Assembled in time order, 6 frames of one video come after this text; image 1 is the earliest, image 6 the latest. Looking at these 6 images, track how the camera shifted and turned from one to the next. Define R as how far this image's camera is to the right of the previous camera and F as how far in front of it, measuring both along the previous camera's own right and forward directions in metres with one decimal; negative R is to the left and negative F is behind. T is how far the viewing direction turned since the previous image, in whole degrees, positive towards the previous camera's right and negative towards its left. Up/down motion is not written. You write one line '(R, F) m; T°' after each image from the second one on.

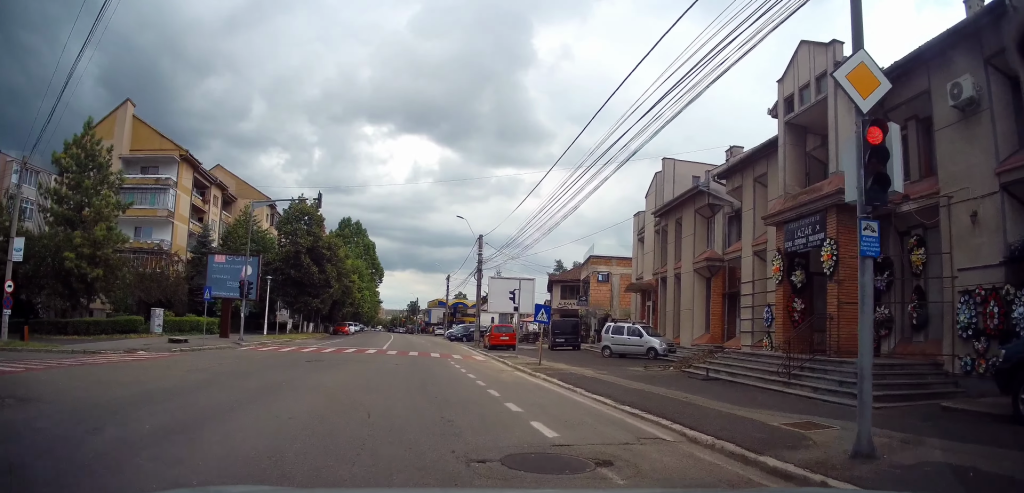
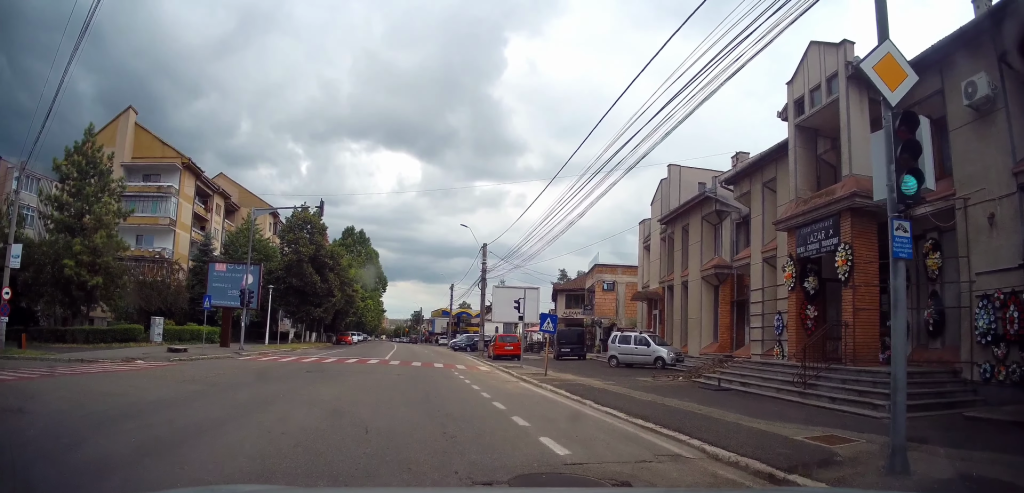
(-0.4, +1.6) m; -3°
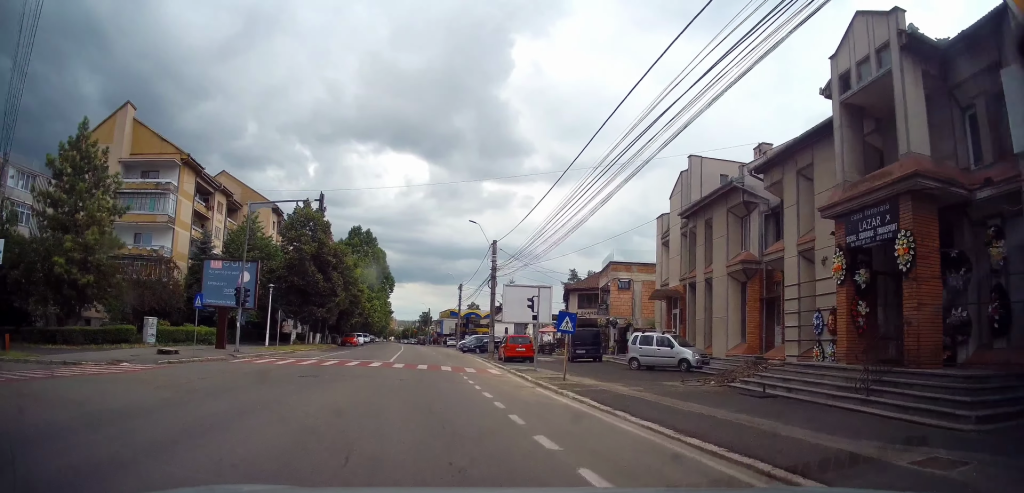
(+0.1, +1.9) m; +7°
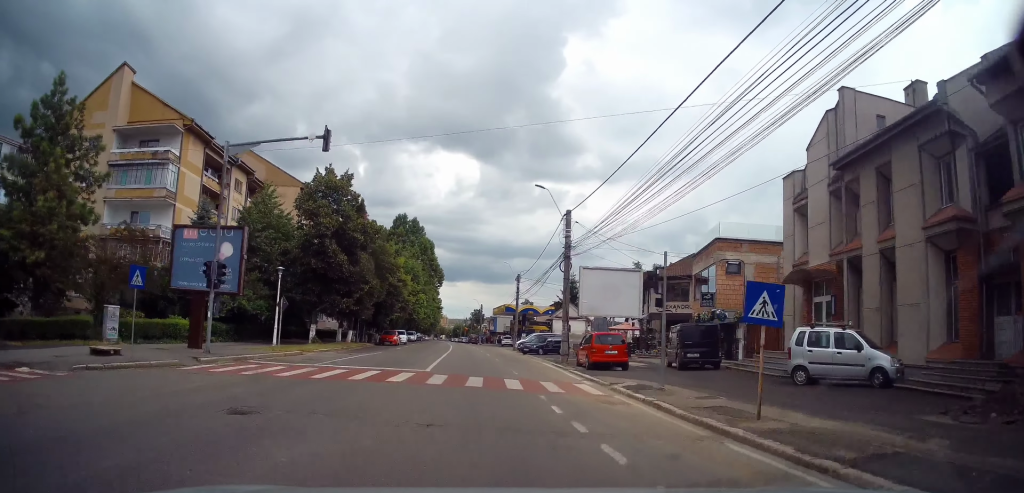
(+1.2, +7.7) m; +1°
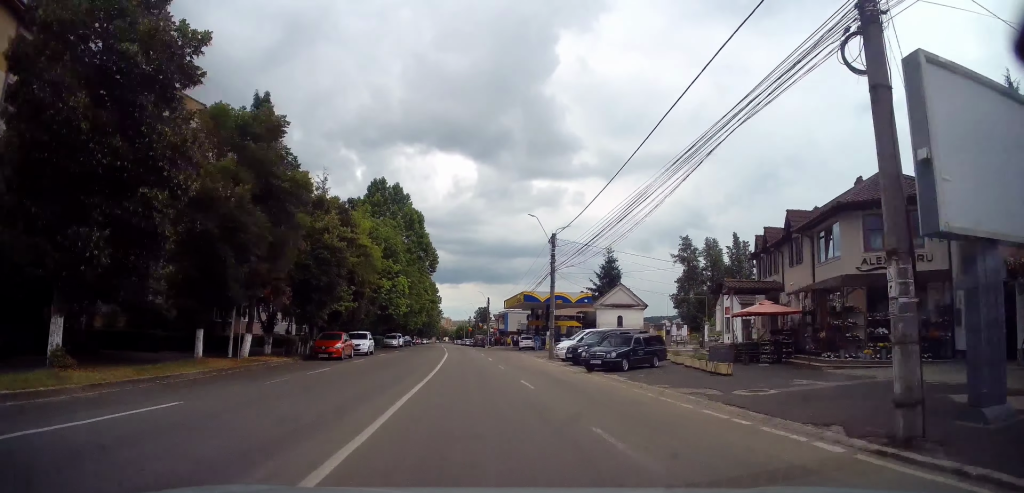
(-4.4, +25.2) m; -7°
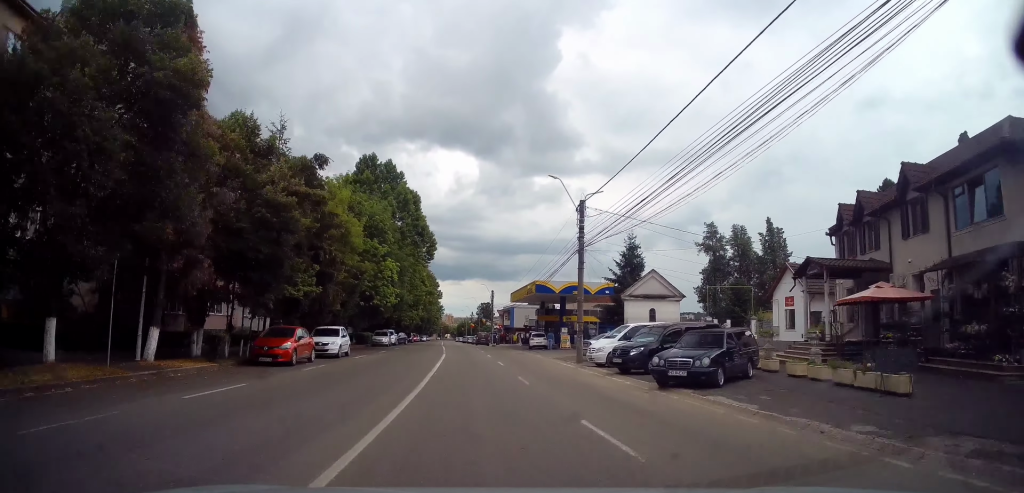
(0.0, +8.3) m; 0°
